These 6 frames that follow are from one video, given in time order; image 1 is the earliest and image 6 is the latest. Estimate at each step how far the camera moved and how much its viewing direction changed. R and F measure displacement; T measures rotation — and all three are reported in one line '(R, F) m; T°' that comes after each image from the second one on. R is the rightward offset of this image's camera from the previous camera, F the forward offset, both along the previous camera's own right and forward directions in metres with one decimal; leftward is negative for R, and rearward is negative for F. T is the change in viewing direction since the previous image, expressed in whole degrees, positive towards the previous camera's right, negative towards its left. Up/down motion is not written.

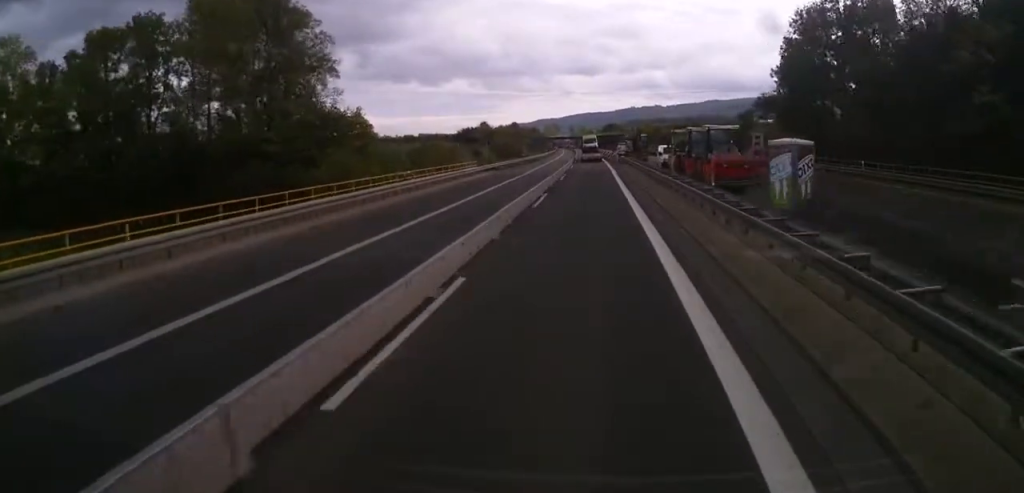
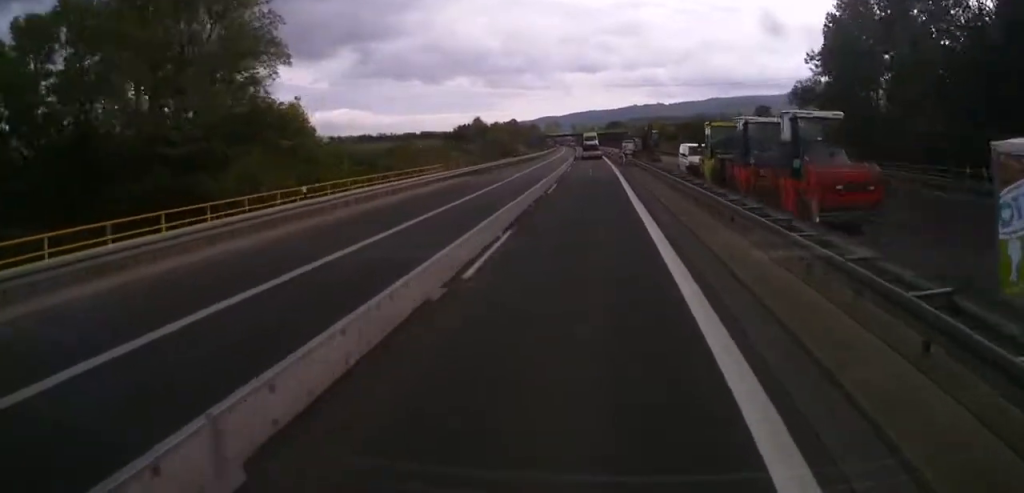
(-0.1, +12.0) m; 0°
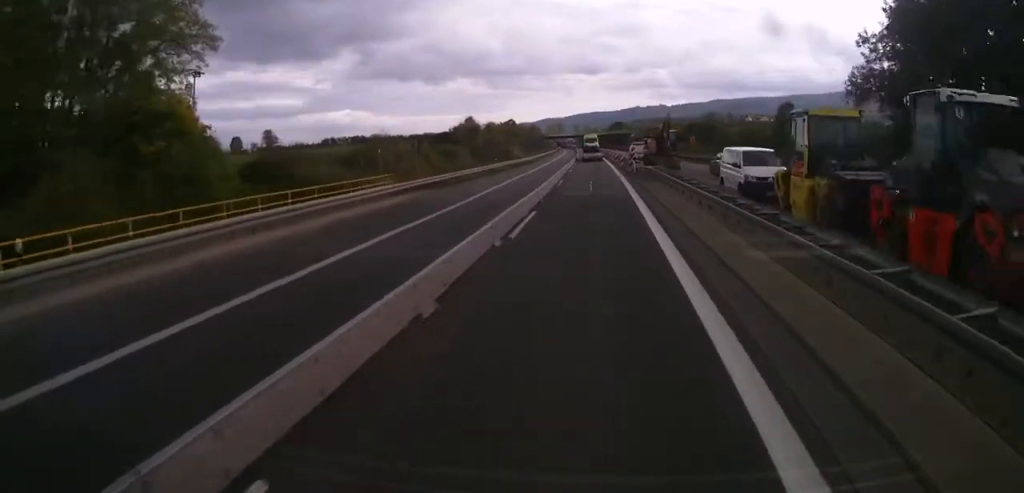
(-0.1, +12.8) m; -1°
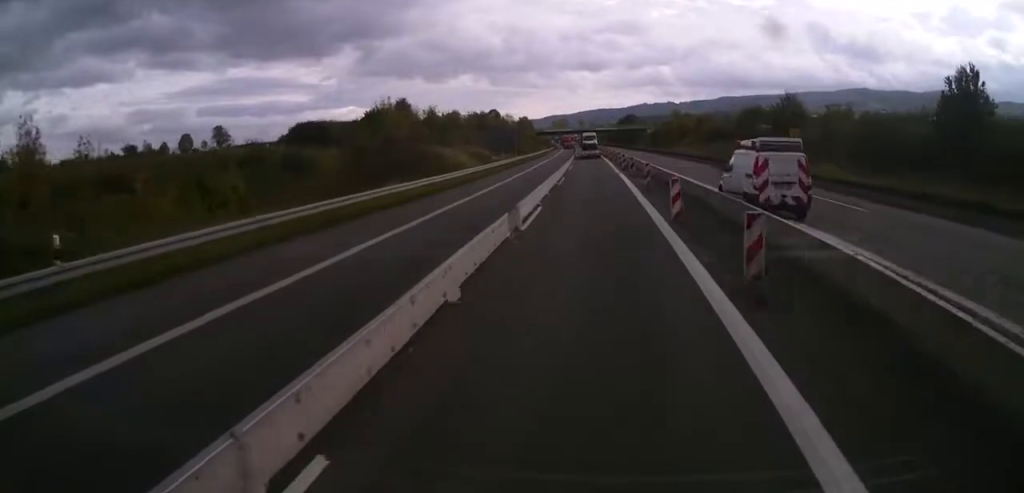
(0.0, +52.9) m; -1°
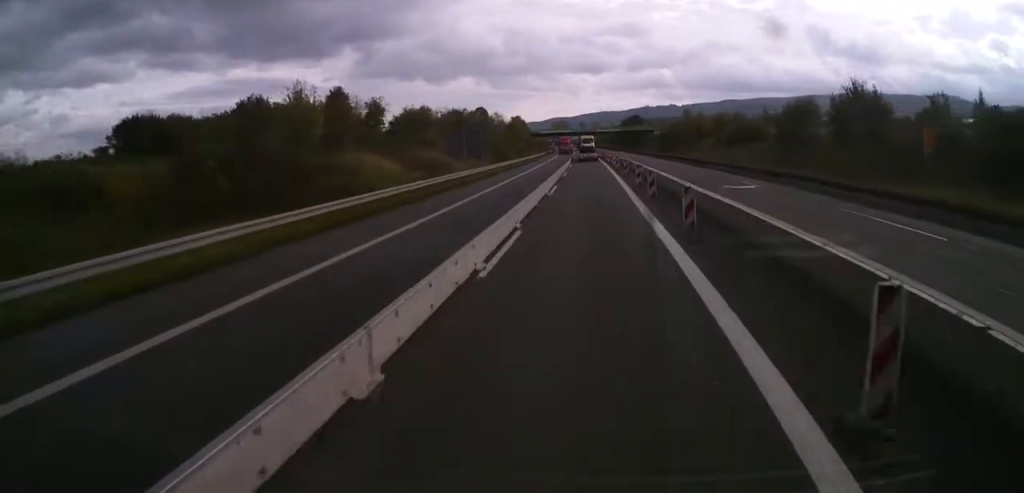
(-0.3, +23.2) m; 0°
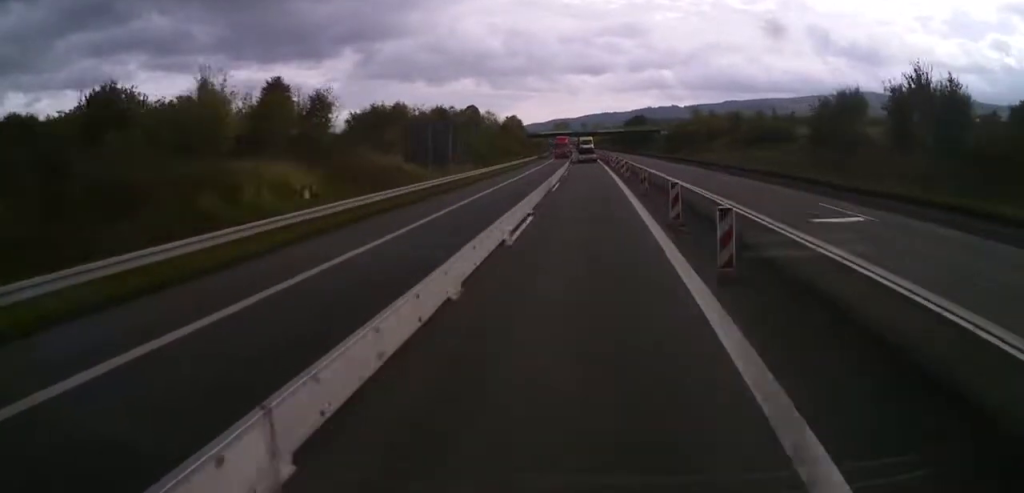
(+0.1, +13.7) m; 0°
